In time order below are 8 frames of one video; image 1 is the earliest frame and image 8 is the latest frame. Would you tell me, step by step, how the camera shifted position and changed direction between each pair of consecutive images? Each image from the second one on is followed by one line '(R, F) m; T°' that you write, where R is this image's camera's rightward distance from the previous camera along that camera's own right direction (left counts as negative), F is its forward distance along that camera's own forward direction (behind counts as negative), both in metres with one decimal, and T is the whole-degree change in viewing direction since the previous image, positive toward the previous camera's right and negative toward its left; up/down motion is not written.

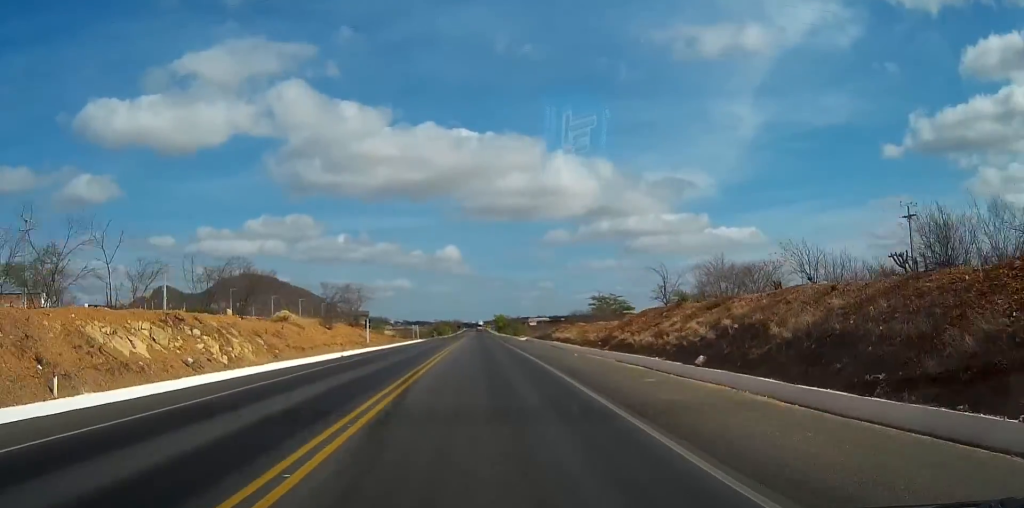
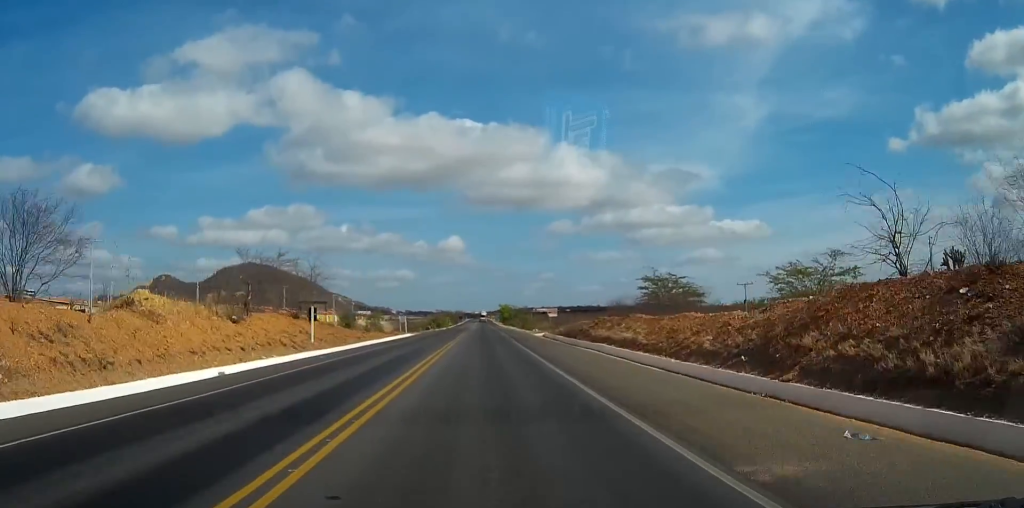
(0.0, +23.3) m; 0°
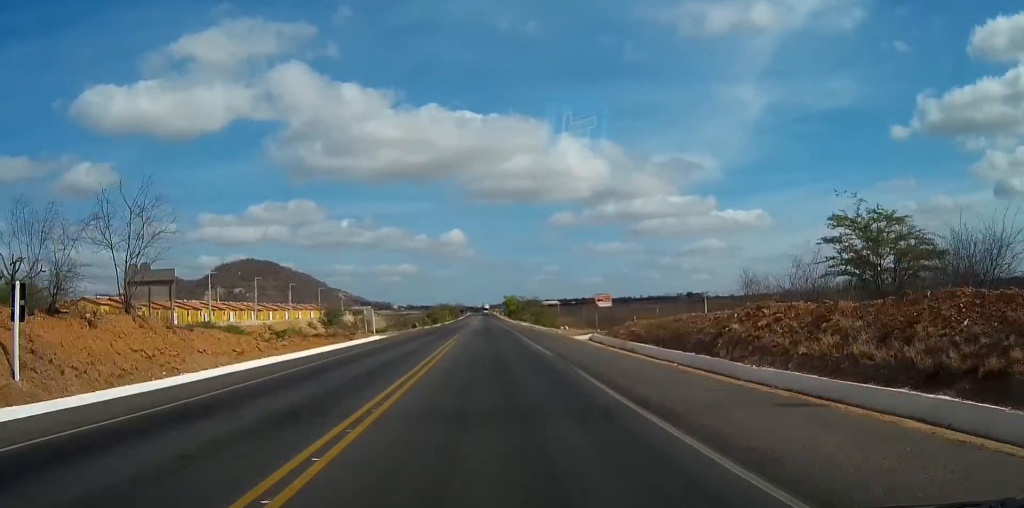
(-0.1, +30.3) m; 0°
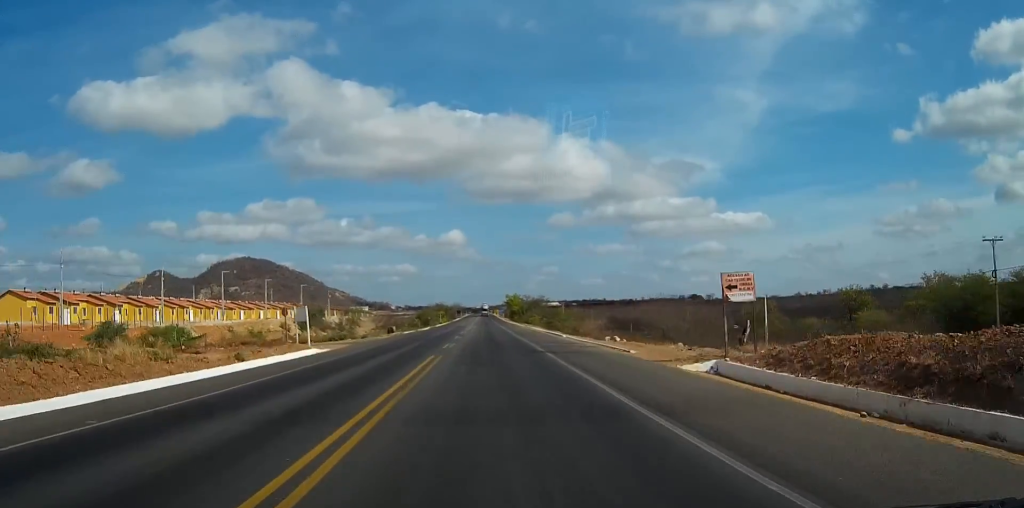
(0.0, +24.4) m; 0°
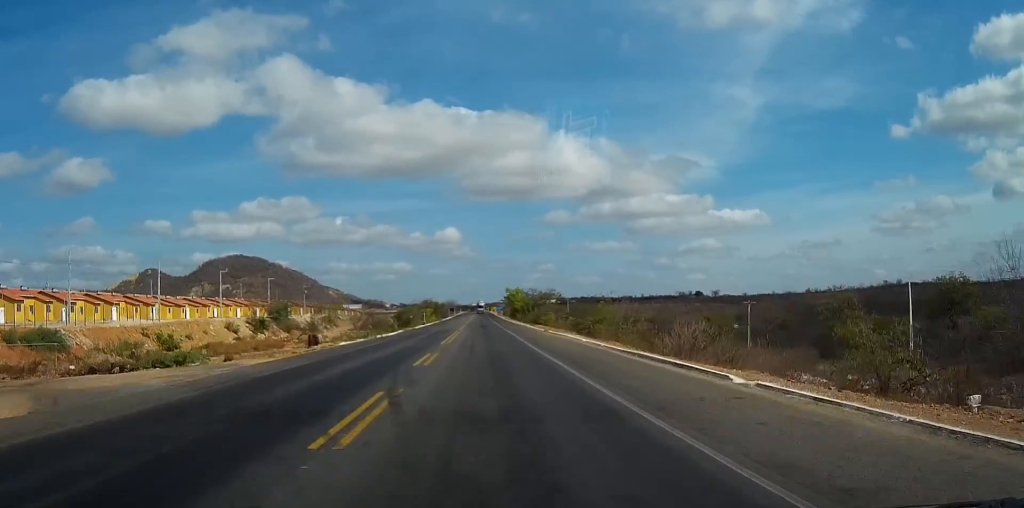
(-0.1, +32.7) m; 0°
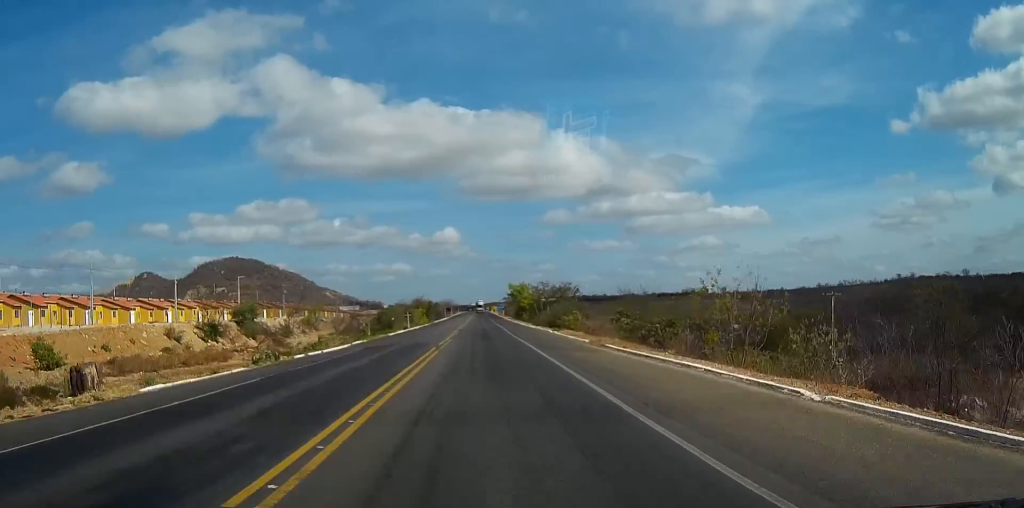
(0.0, +25.5) m; 0°
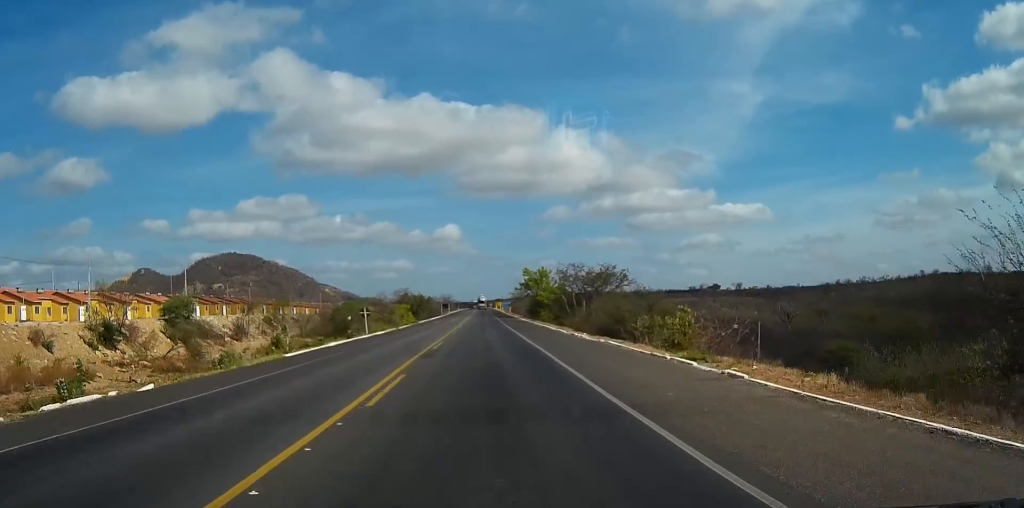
(0.0, +35.1) m; 0°
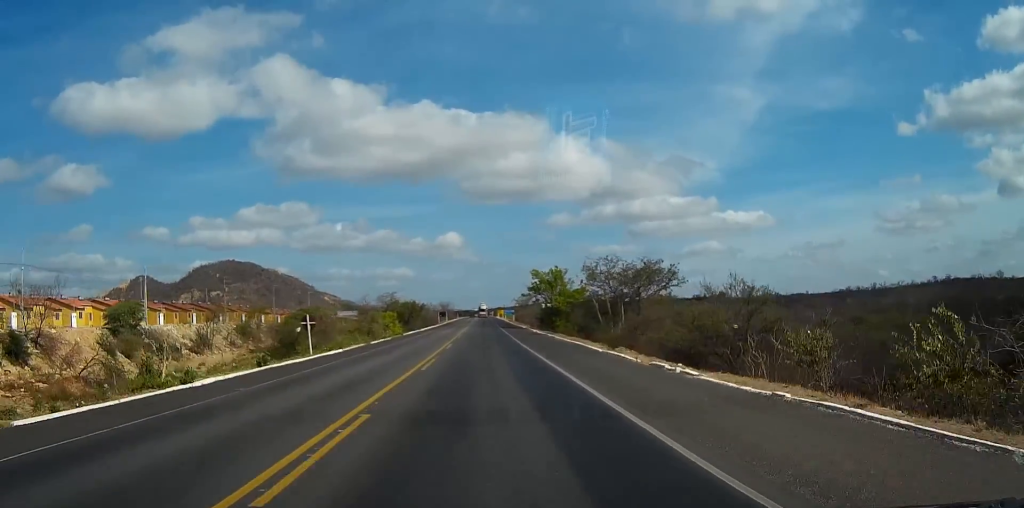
(0.0, +19.0) m; 0°
